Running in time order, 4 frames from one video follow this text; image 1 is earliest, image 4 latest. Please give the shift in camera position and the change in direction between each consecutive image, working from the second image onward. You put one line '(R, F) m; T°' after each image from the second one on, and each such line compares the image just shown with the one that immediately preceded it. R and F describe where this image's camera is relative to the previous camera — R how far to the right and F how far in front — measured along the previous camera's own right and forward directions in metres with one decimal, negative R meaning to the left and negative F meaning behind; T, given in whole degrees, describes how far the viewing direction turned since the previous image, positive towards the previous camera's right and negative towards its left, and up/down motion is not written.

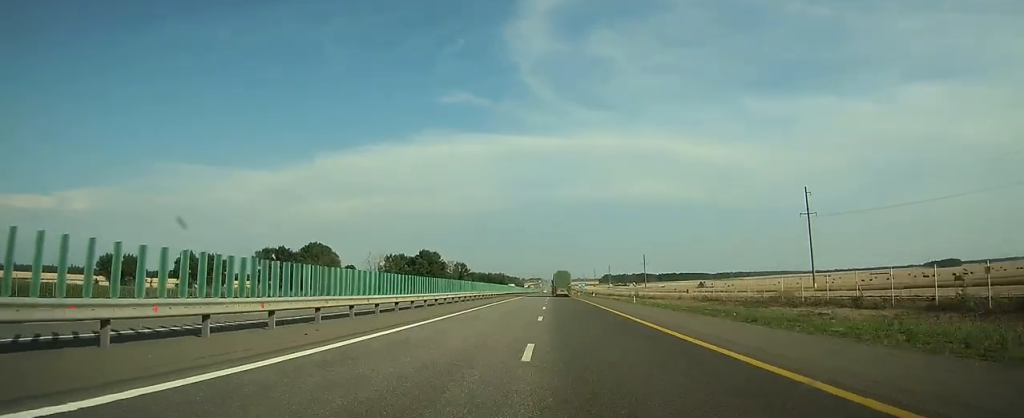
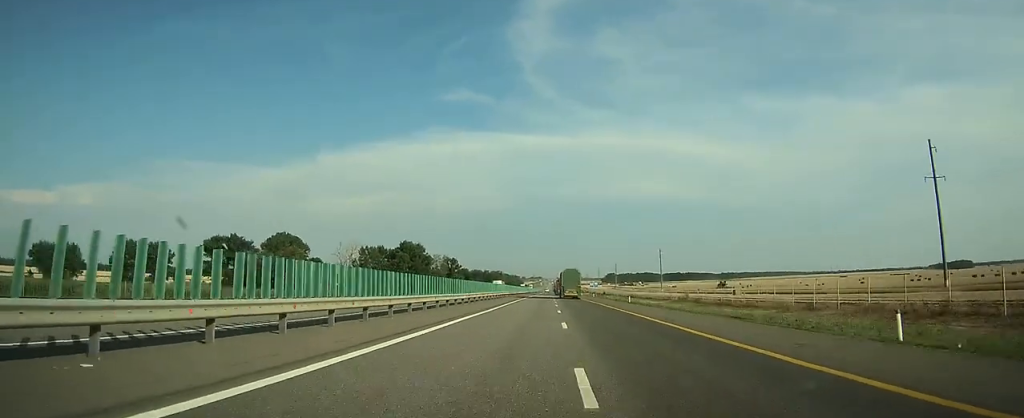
(-0.2, +40.0) m; -1°
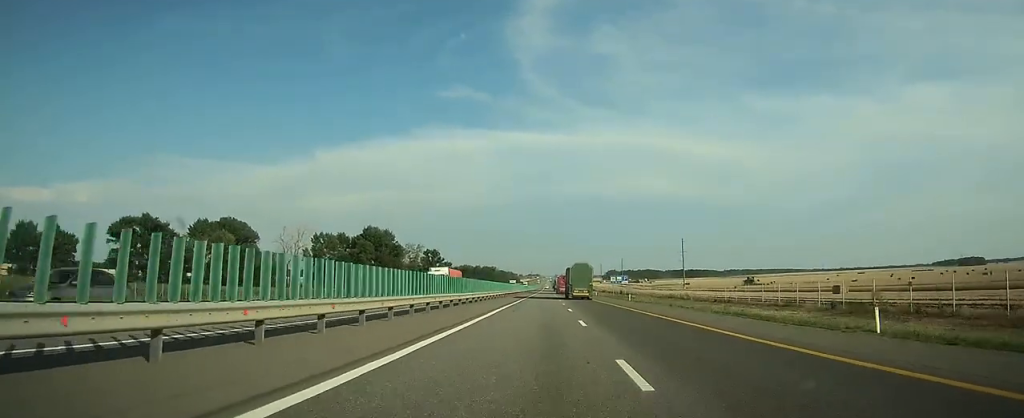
(0.0, +47.5) m; 0°
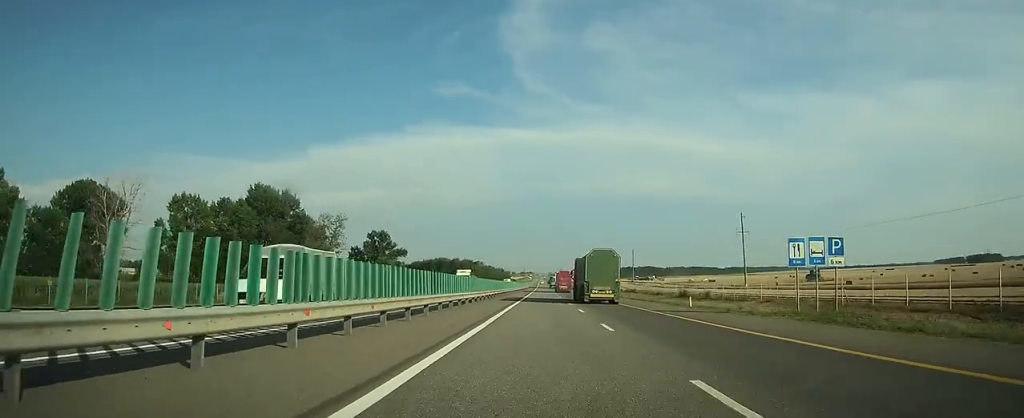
(+0.3, +74.8) m; 0°
